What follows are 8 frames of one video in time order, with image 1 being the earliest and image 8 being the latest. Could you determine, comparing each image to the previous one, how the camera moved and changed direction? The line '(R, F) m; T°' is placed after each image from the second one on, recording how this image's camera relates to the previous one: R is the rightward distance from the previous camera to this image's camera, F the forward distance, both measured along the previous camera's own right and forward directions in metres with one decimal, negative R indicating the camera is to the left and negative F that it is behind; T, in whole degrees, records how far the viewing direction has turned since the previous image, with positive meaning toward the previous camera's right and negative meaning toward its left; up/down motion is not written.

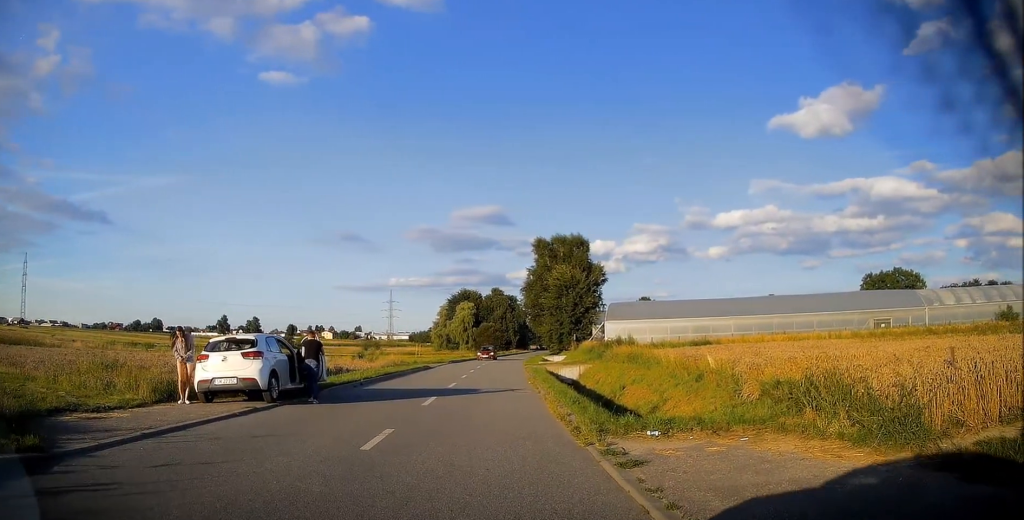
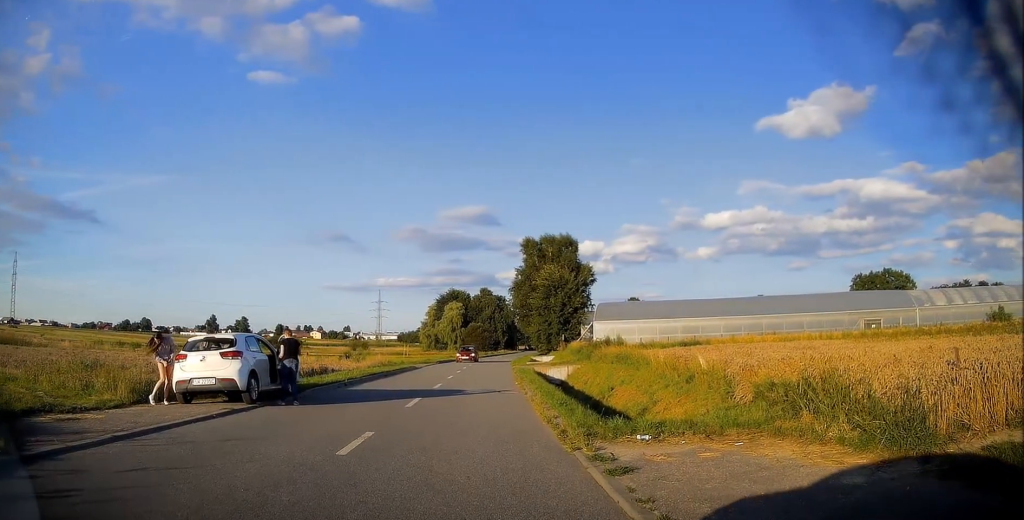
(+0.1, +0.3) m; 0°
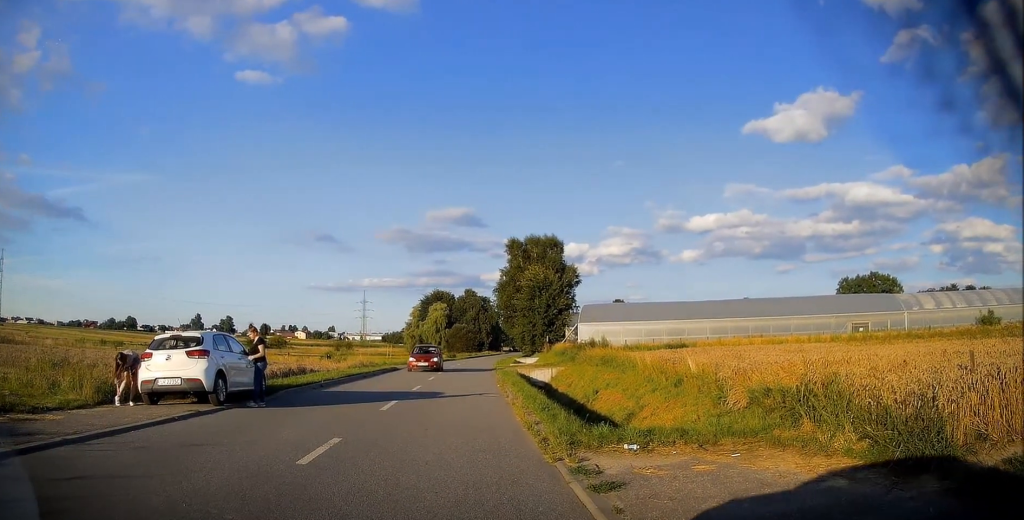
(+0.2, +0.6) m; 0°
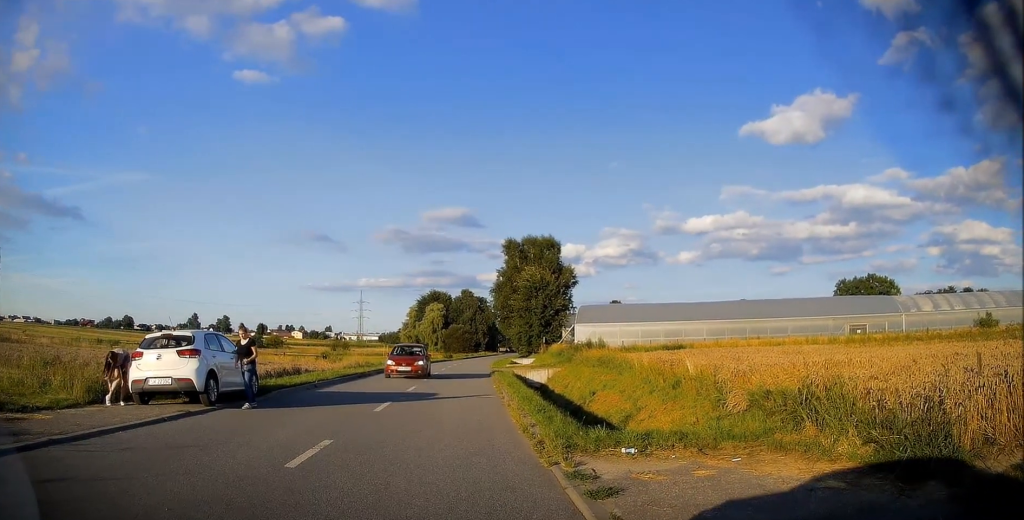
(-0.1, +0.2) m; 0°
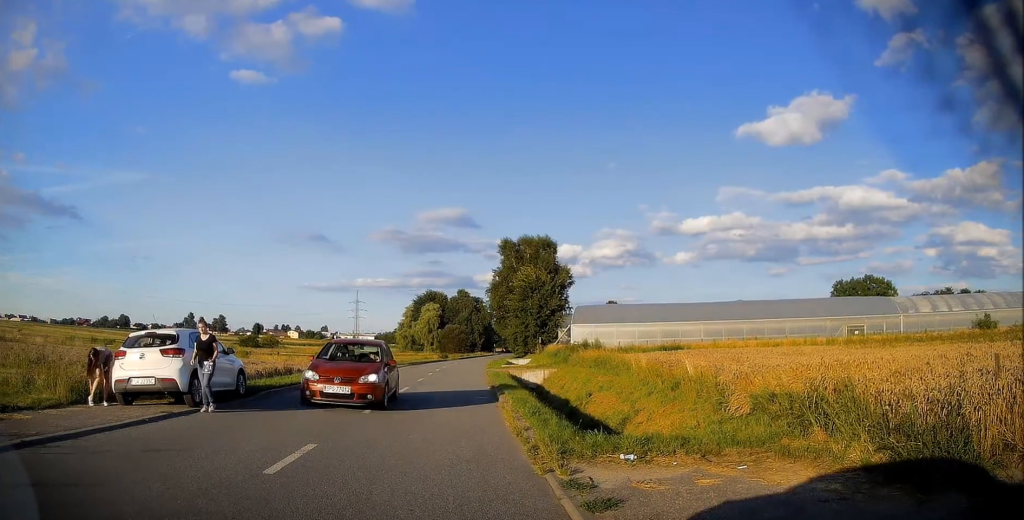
(-0.2, +0.3) m; 0°
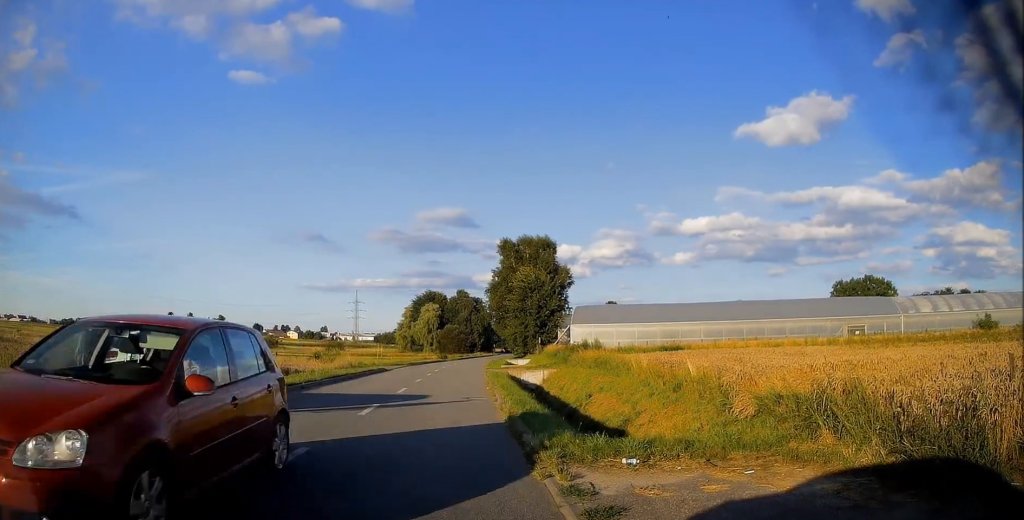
(-0.2, +0.2) m; 0°
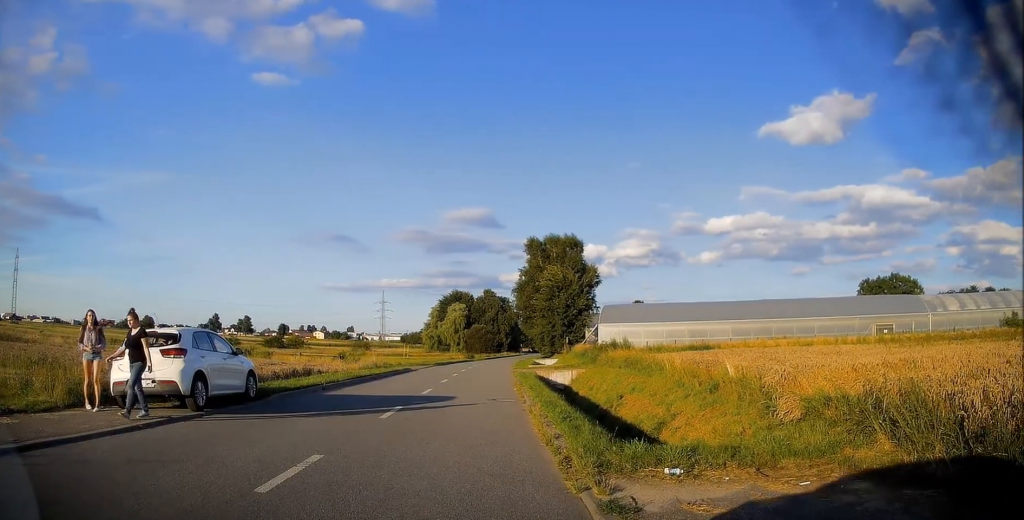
(0.0, +0.4) m; 0°
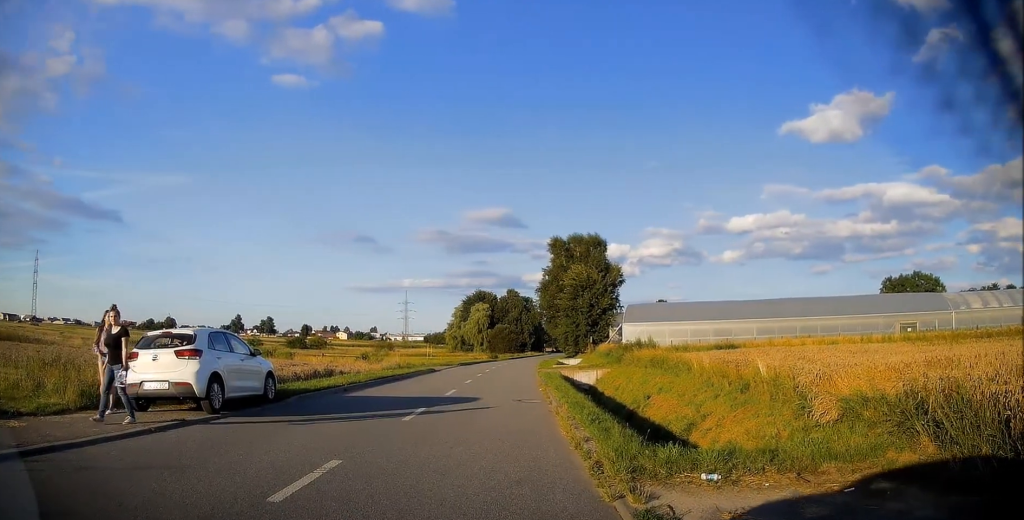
(+0.1, +0.3) m; 0°
